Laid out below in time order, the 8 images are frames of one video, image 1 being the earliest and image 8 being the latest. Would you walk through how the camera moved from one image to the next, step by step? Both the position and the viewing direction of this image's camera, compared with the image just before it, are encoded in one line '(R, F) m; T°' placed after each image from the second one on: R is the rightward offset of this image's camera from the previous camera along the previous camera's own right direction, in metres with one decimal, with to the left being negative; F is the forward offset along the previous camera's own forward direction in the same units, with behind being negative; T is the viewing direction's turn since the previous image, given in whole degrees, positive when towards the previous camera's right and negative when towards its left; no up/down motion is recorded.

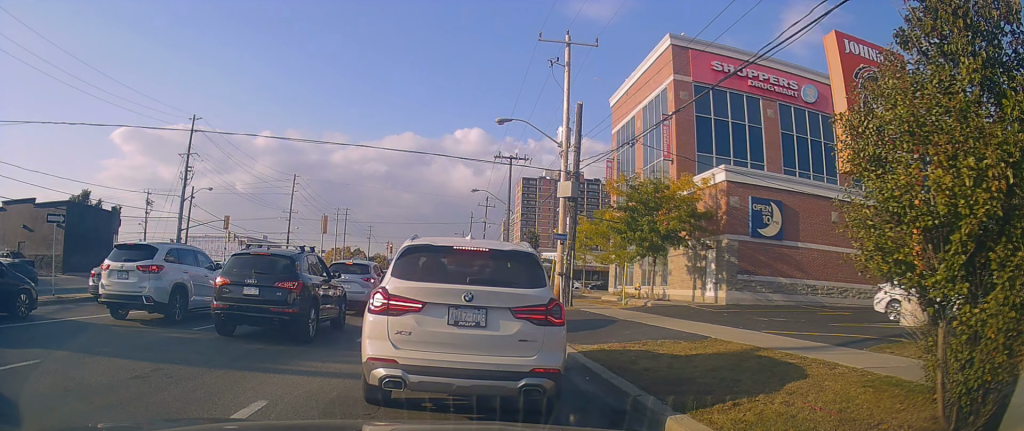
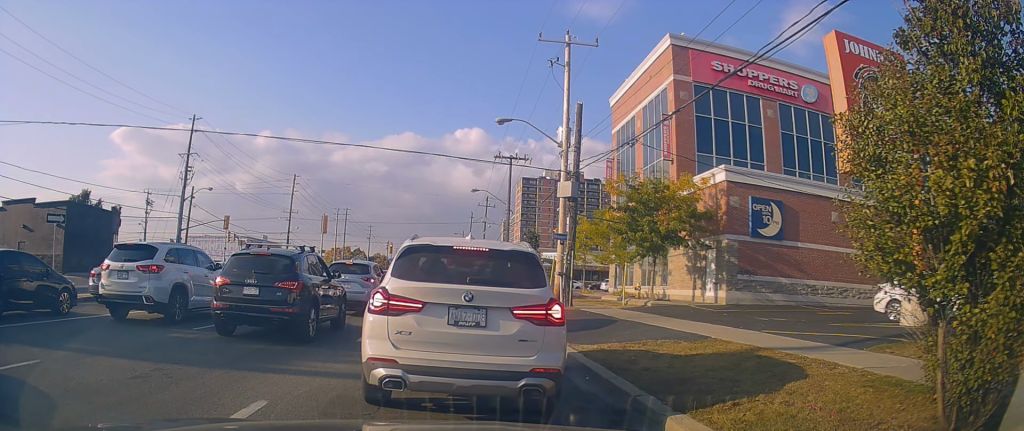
(0.0, 0.0) m; 0°
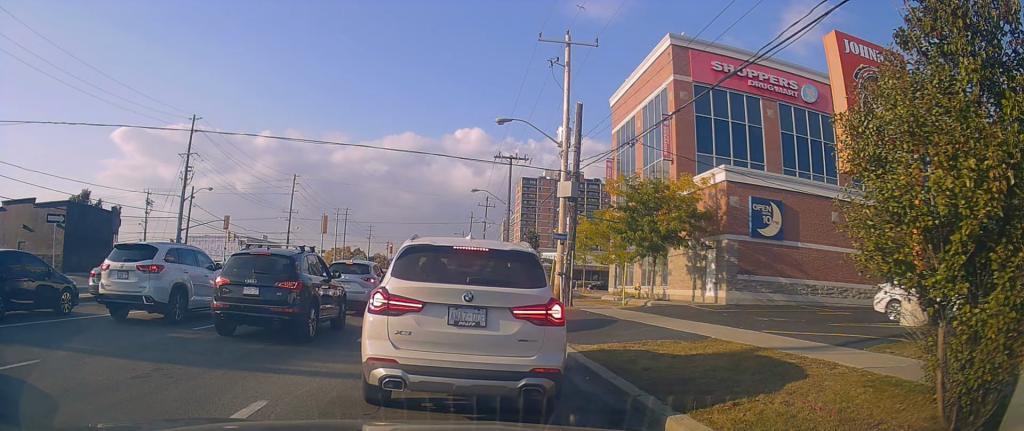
(0.0, 0.0) m; 0°
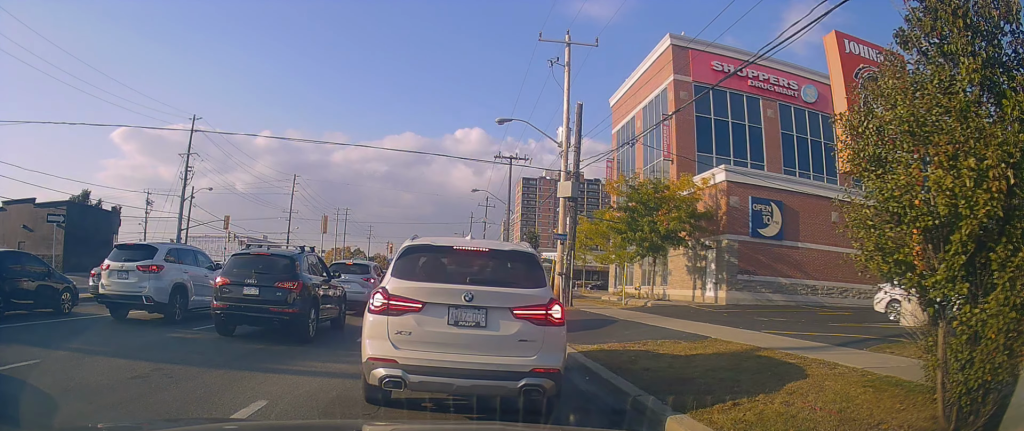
(0.0, 0.0) m; 0°
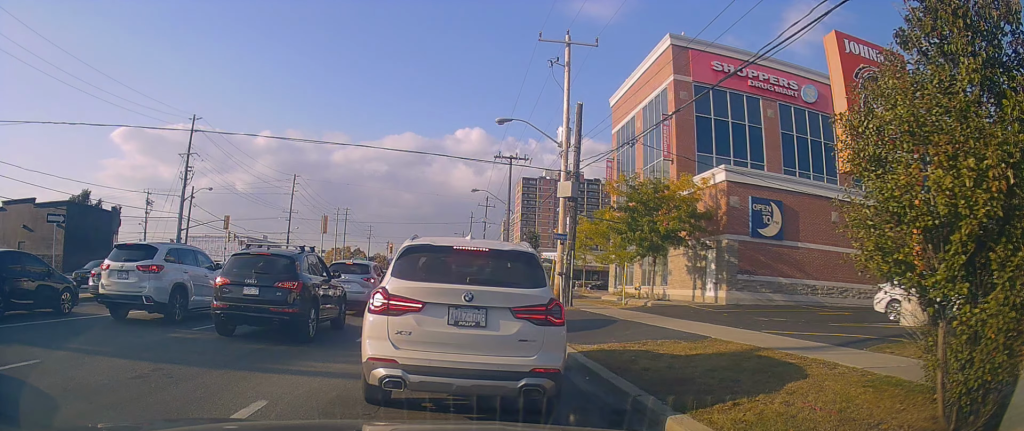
(0.0, 0.0) m; 0°
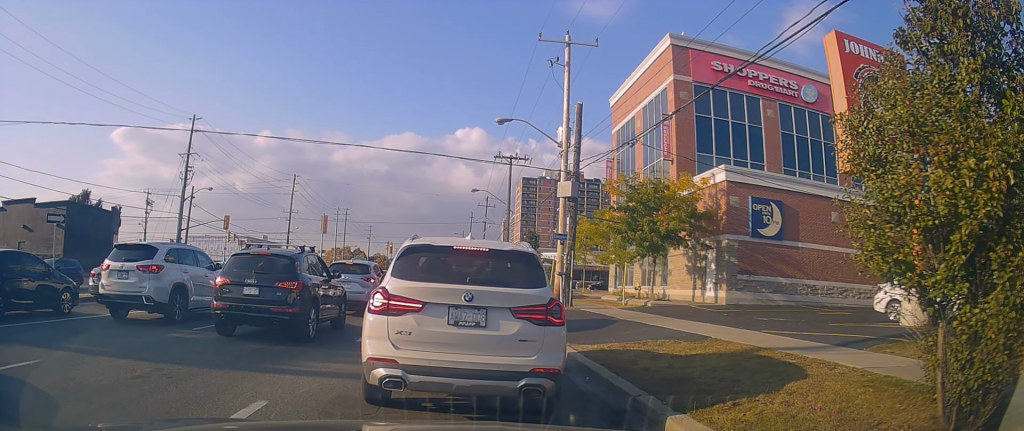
(0.0, 0.0) m; 0°
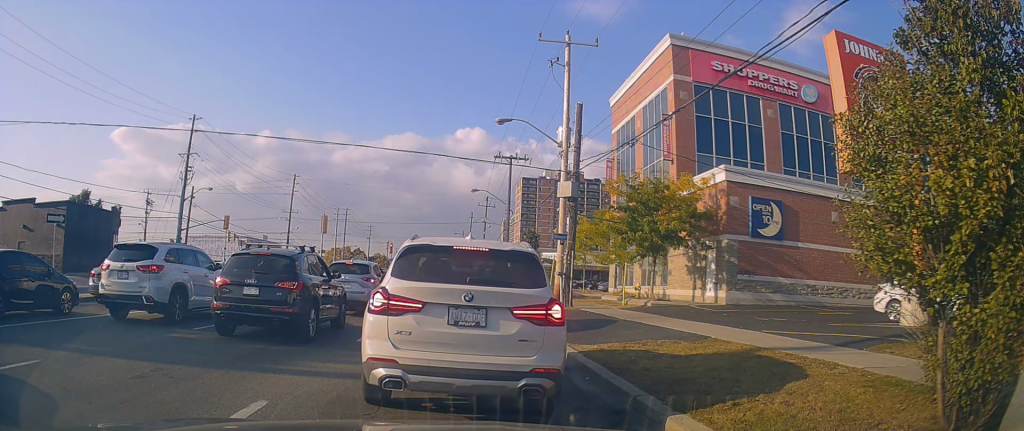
(0.0, 0.0) m; 0°
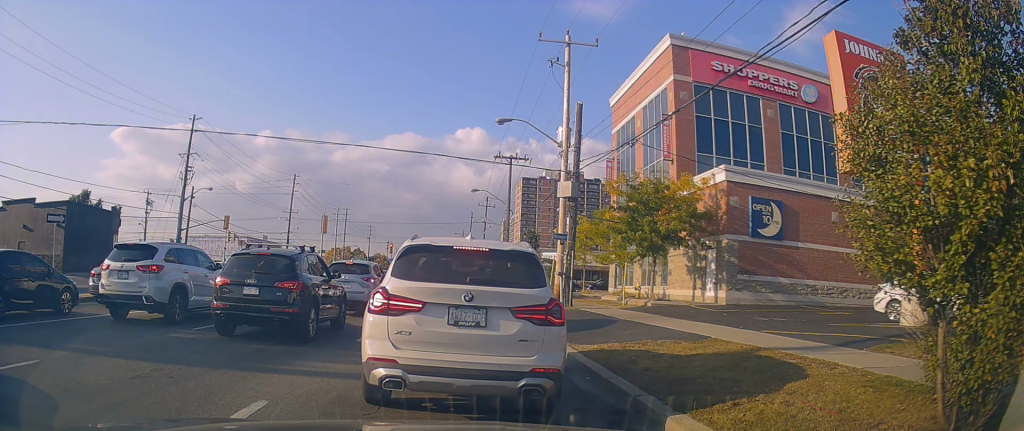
(0.0, 0.0) m; 0°
